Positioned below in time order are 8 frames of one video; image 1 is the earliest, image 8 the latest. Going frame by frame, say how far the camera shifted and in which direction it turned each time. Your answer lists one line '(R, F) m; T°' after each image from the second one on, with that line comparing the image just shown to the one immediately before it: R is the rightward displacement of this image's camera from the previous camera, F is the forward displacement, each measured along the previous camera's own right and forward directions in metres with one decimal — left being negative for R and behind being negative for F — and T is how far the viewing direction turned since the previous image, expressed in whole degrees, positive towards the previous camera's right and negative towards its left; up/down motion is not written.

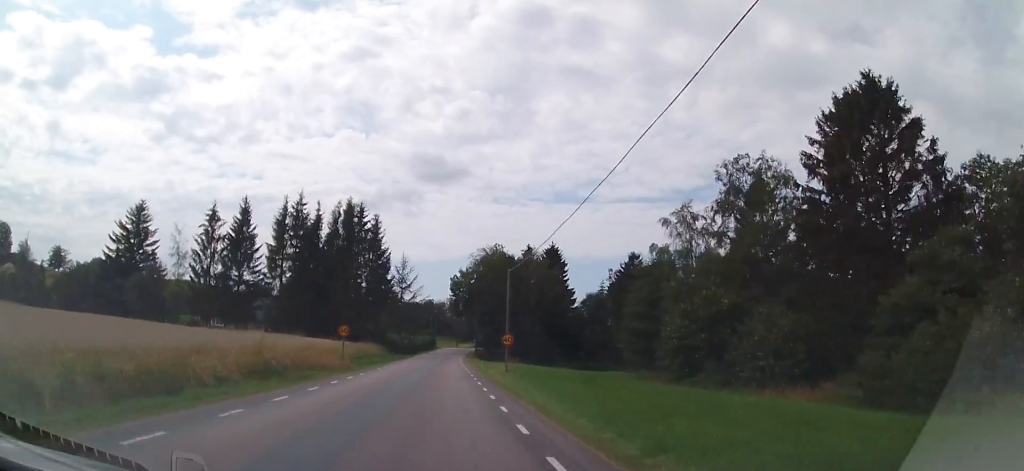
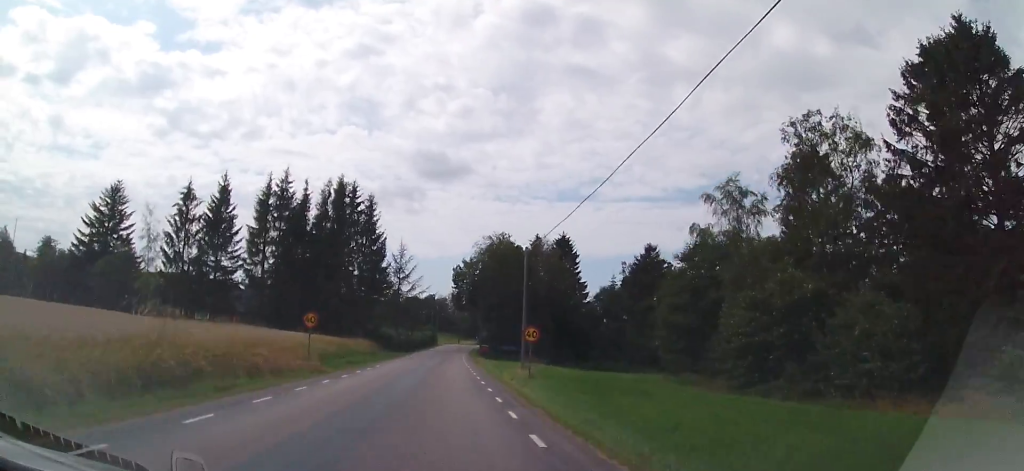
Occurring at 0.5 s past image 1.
(0.0, +7.2) m; 0°
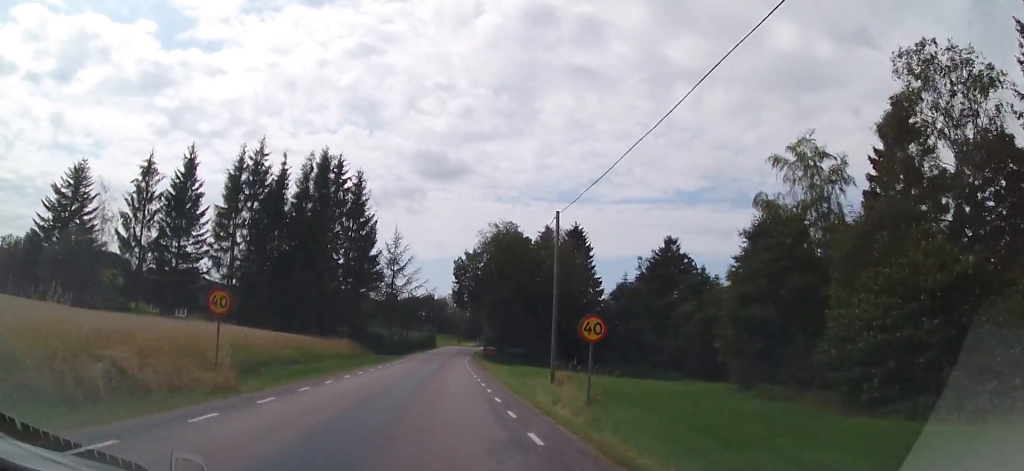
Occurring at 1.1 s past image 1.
(+0.2, +8.9) m; 0°
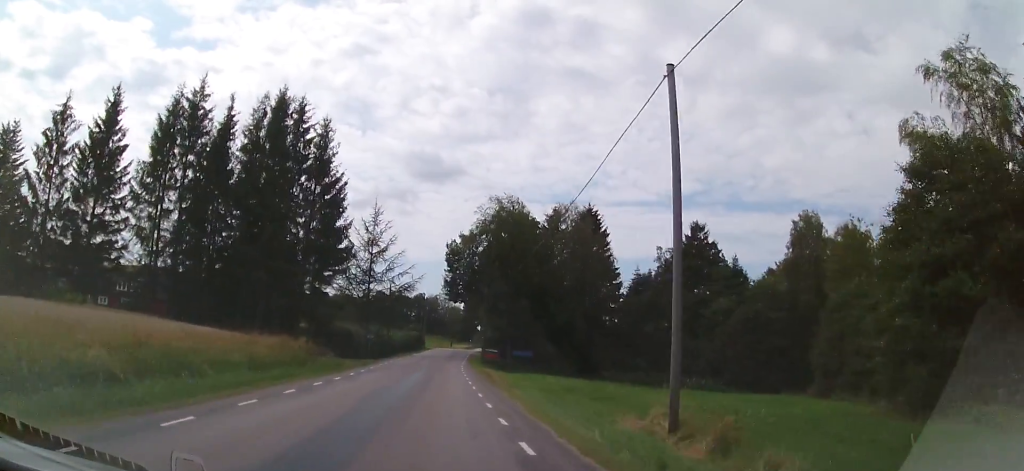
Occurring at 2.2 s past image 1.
(-0.3, +13.2) m; 0°
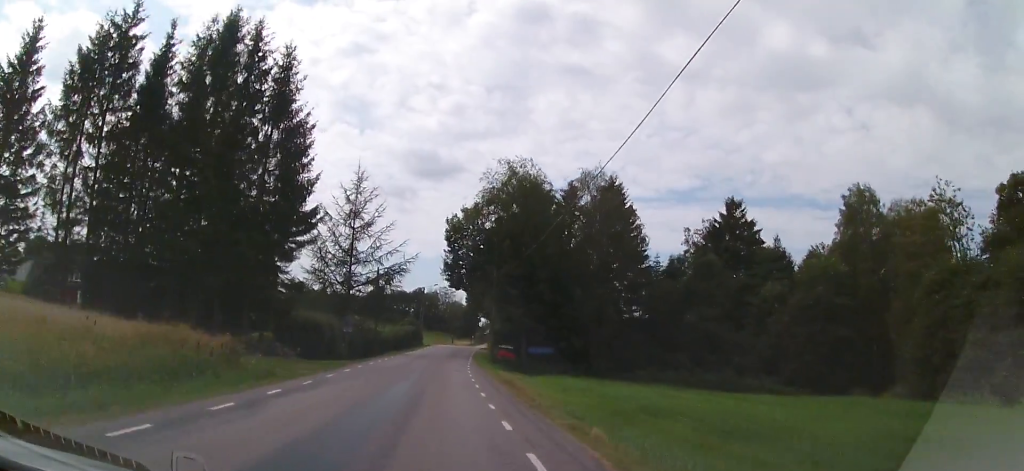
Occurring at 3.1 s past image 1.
(+0.2, +11.2) m; +2°
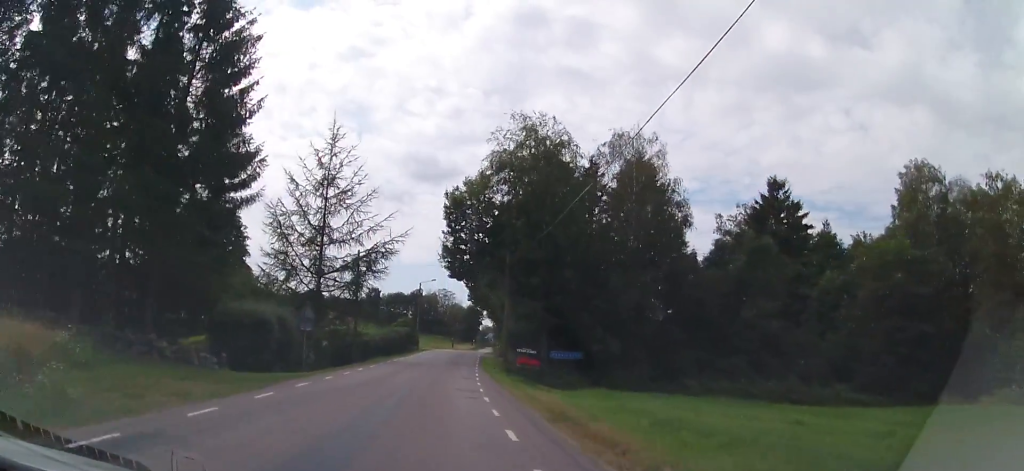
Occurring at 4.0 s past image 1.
(+0.2, +10.0) m; 0°
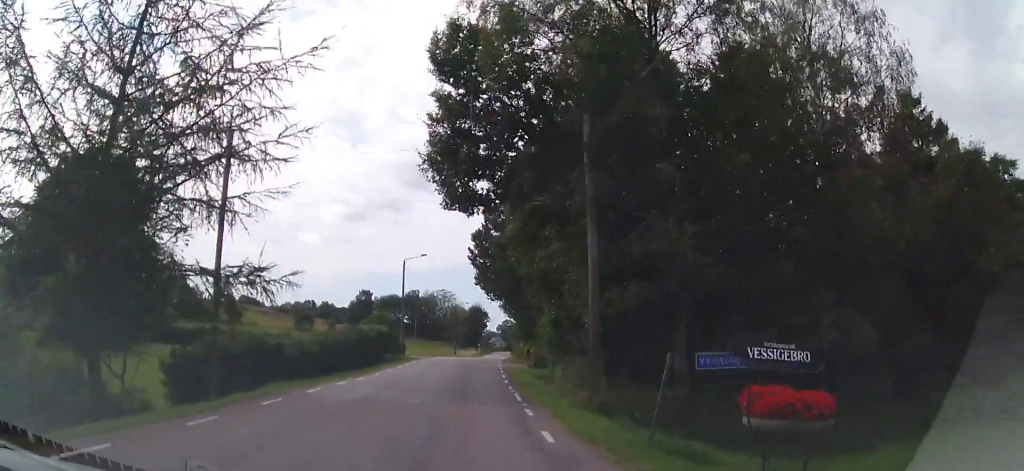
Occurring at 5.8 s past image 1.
(-0.5, +20.5) m; -1°
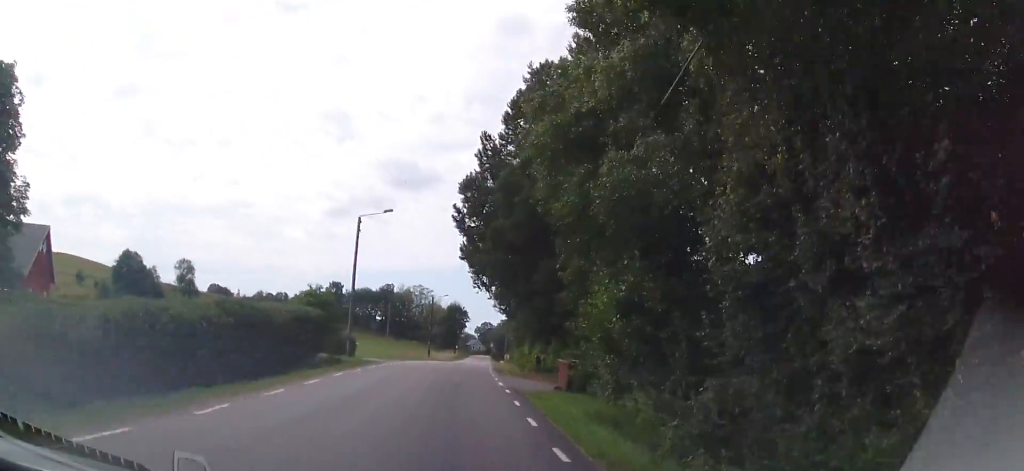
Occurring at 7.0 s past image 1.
(+0.1, +13.8) m; +2°
